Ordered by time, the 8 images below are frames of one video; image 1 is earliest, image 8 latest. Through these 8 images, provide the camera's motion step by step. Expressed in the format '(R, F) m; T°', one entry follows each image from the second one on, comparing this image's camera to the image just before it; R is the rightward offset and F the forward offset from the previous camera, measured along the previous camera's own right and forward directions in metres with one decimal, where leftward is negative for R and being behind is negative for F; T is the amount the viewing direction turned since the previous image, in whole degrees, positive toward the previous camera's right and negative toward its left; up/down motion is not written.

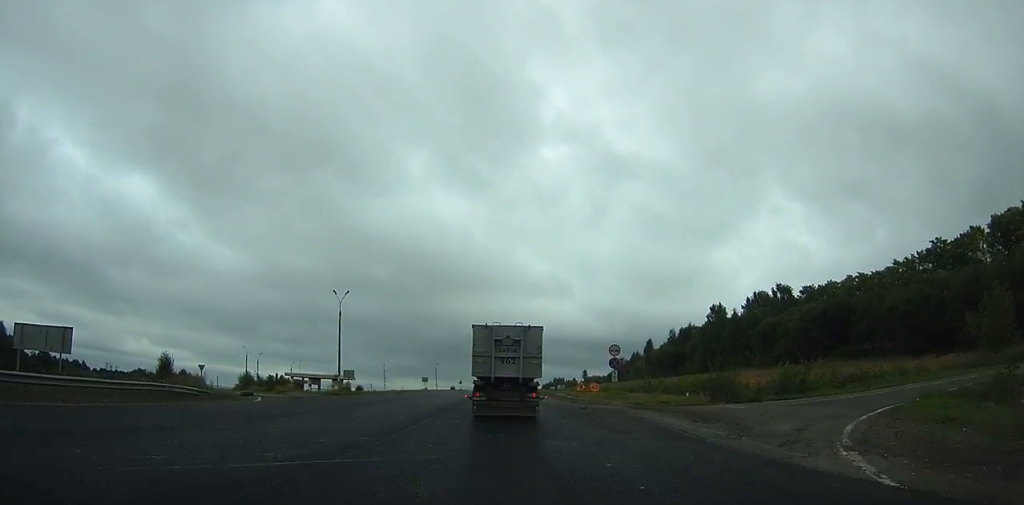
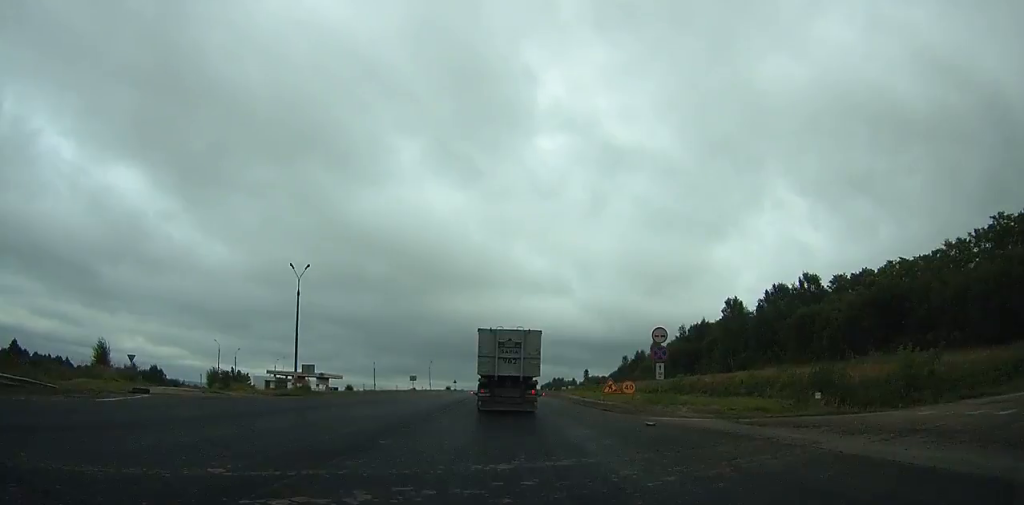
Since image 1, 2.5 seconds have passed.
(+0.1, +14.7) m; 0°
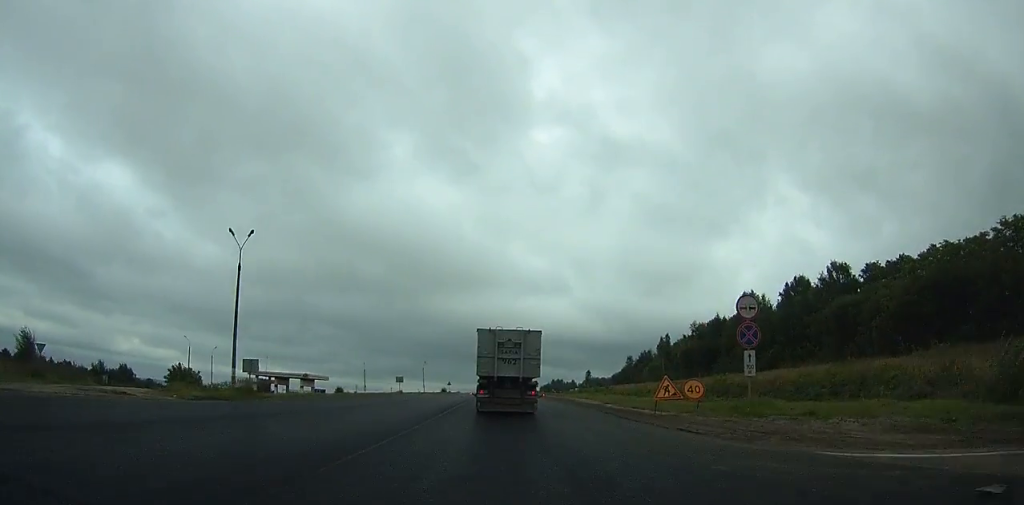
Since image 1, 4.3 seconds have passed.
(0.0, +11.5) m; 0°
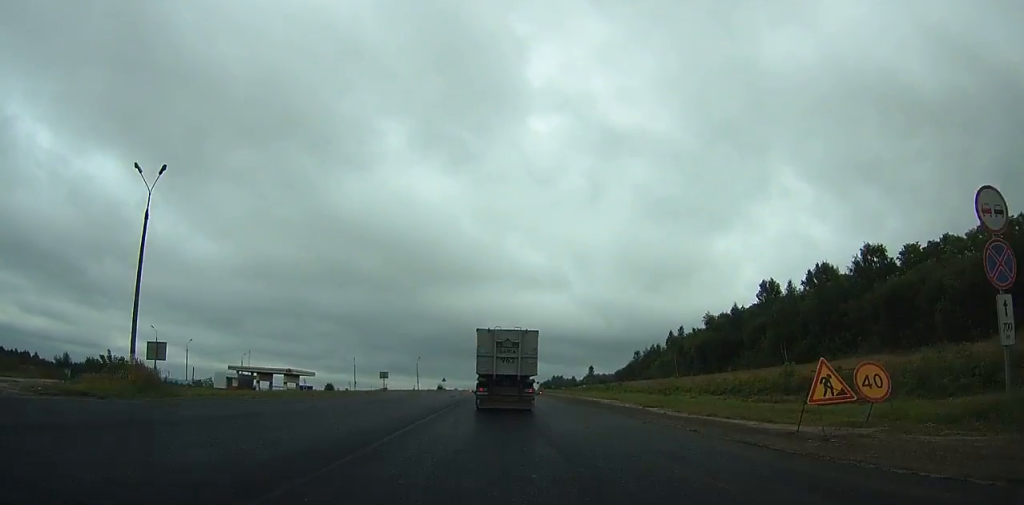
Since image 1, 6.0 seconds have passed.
(-0.1, +12.3) m; 0°
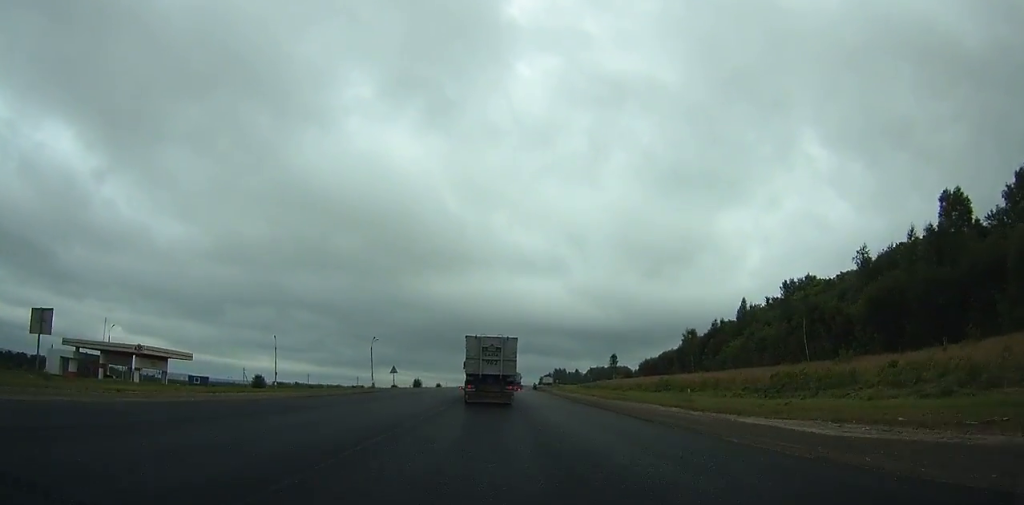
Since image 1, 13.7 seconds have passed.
(+0.5, +63.9) m; +1°
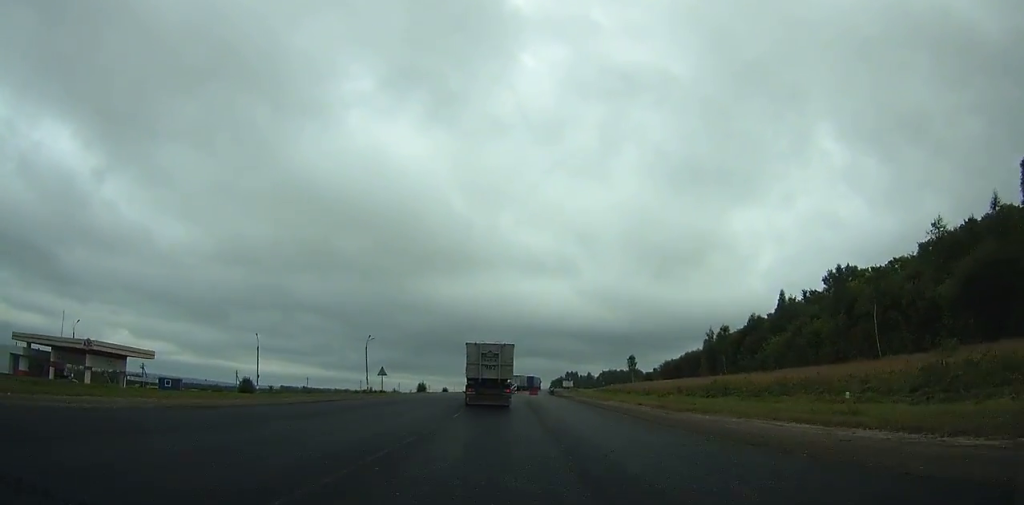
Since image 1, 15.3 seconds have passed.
(+0.2, +15.2) m; -1°
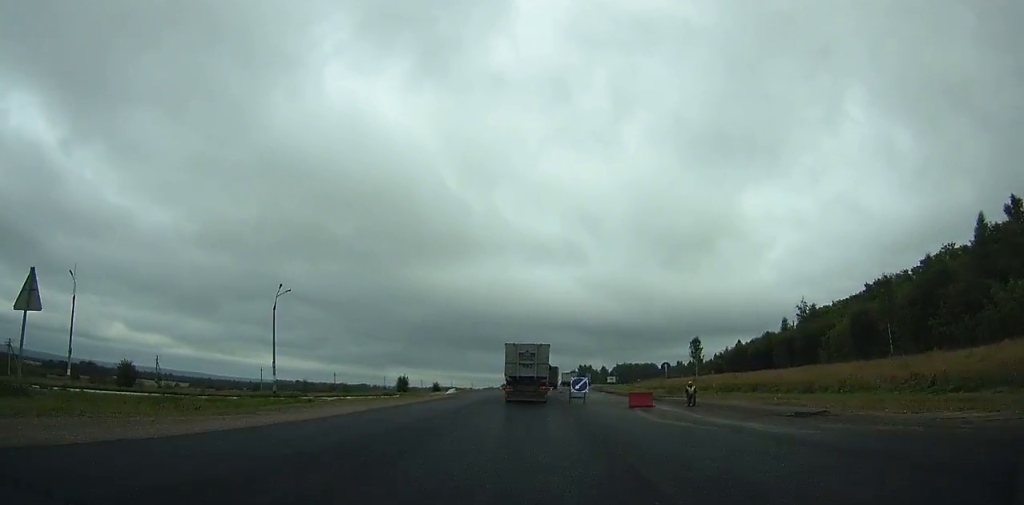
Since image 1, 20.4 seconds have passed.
(-1.2, +52.3) m; 0°
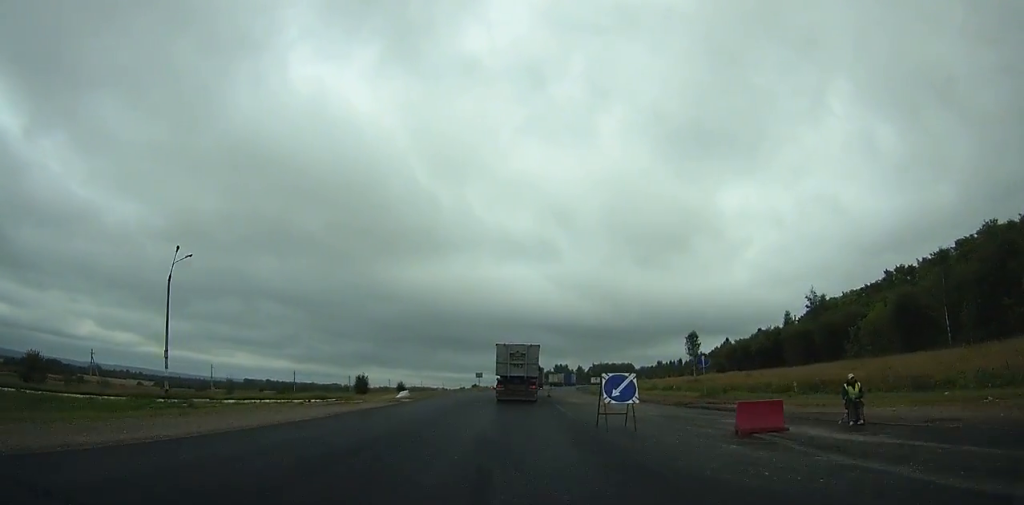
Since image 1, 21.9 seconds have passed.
(+0.3, +16.5) m; +2°
